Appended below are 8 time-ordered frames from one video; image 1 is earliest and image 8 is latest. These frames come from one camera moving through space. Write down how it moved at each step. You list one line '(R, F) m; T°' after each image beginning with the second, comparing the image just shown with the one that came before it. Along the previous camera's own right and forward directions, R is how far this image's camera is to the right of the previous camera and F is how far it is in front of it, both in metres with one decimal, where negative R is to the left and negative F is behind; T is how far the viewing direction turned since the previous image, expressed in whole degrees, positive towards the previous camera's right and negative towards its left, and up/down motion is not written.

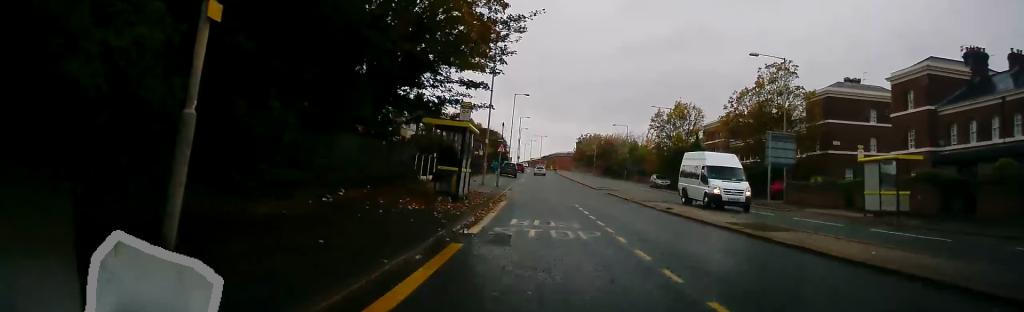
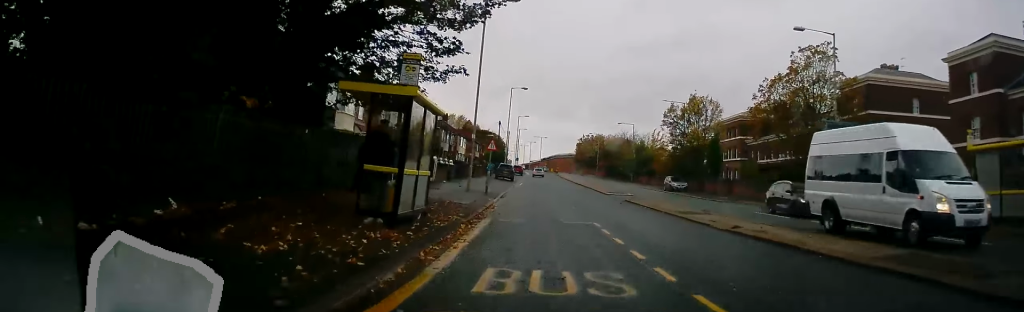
(-0.2, +7.5) m; 0°
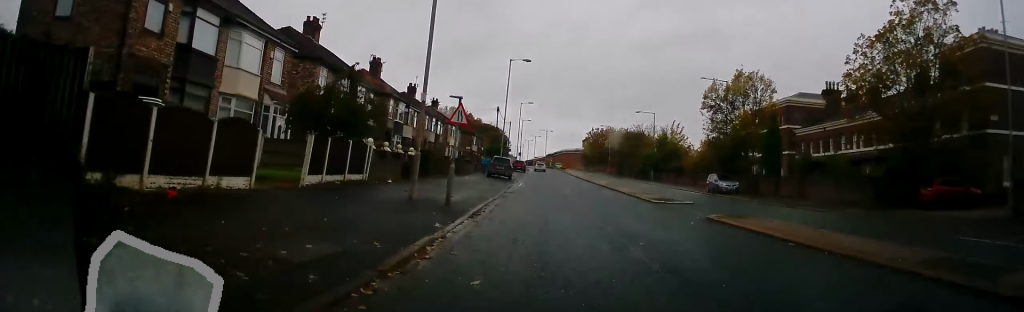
(+0.5, +14.0) m; +1°
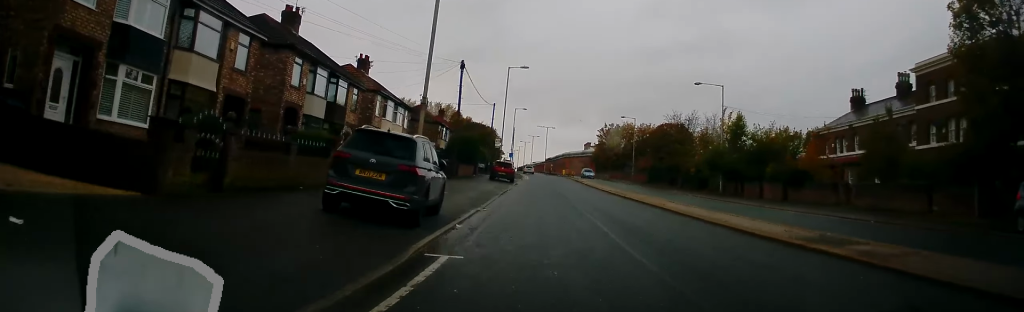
(+0.3, +33.8) m; 0°
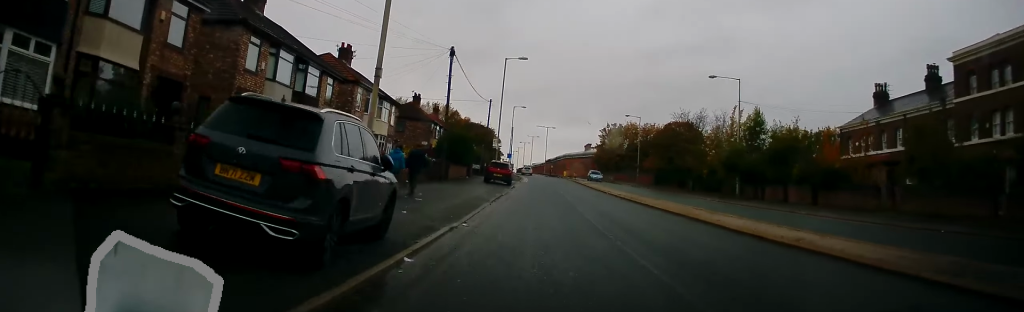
(-0.3, +4.7) m; 0°
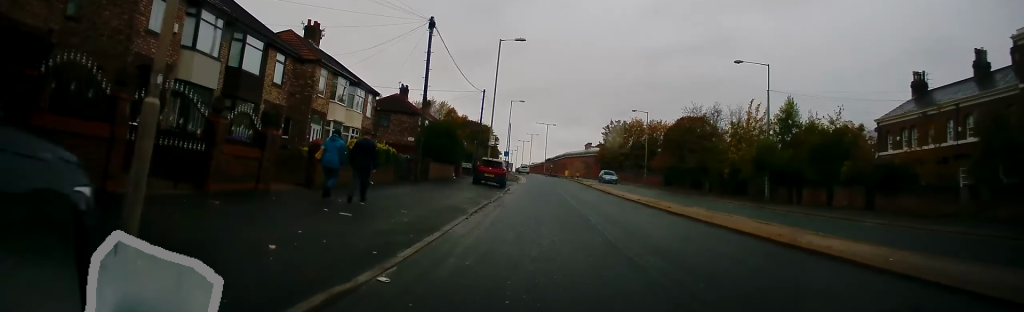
(+0.3, +6.8) m; +1°
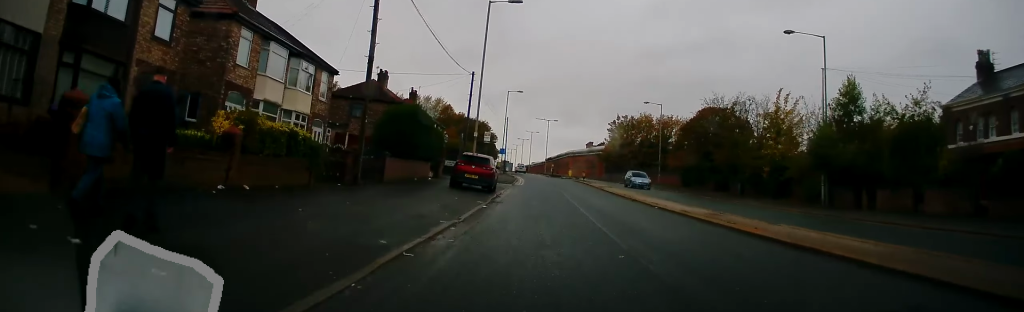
(+0.1, +9.4) m; 0°
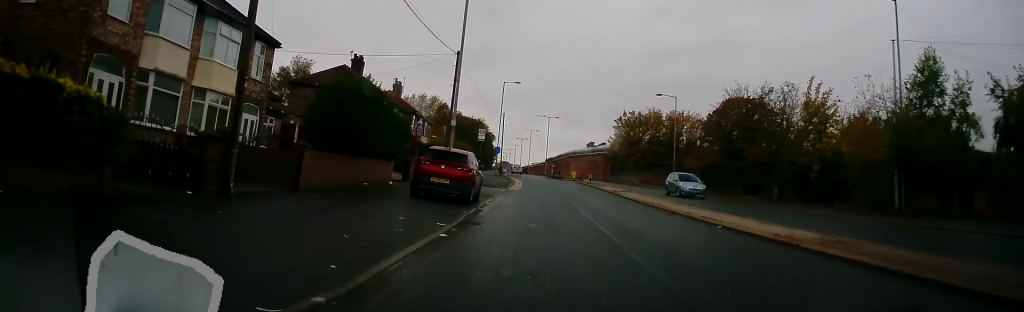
(-0.1, +8.3) m; -1°
